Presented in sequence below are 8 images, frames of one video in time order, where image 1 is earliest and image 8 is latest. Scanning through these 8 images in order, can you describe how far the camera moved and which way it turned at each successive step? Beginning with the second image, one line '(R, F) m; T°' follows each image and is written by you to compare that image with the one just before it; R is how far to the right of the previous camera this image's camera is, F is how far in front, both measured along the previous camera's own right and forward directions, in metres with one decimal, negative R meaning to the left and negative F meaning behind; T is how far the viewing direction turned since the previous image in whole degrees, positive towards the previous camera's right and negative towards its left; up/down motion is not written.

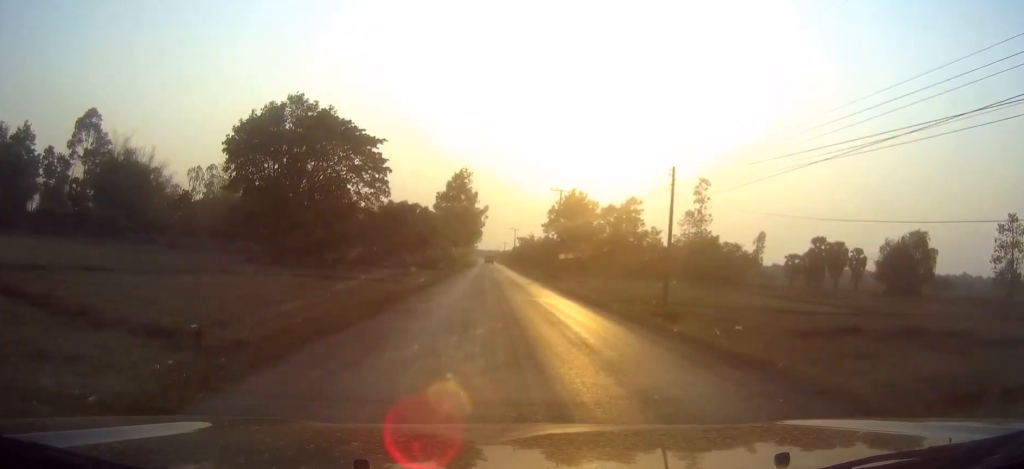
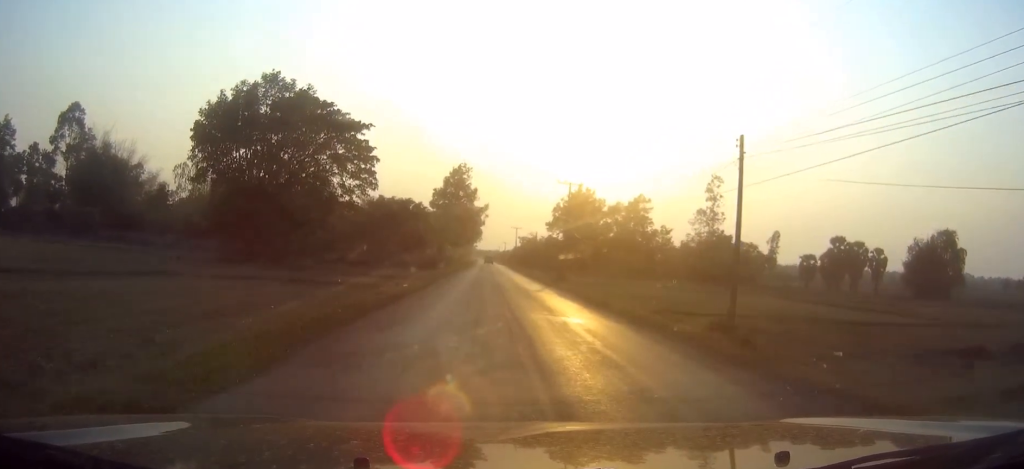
(0.0, +8.9) m; 0°
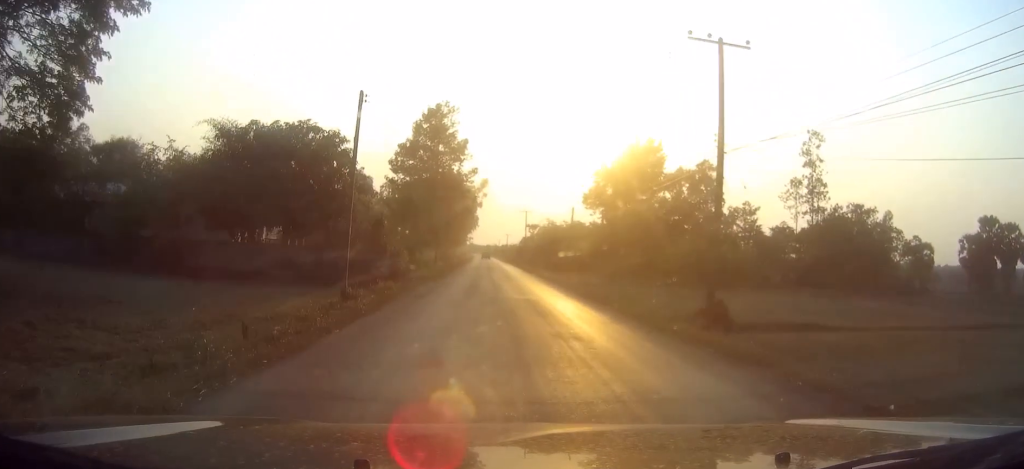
(+0.1, +47.8) m; 0°
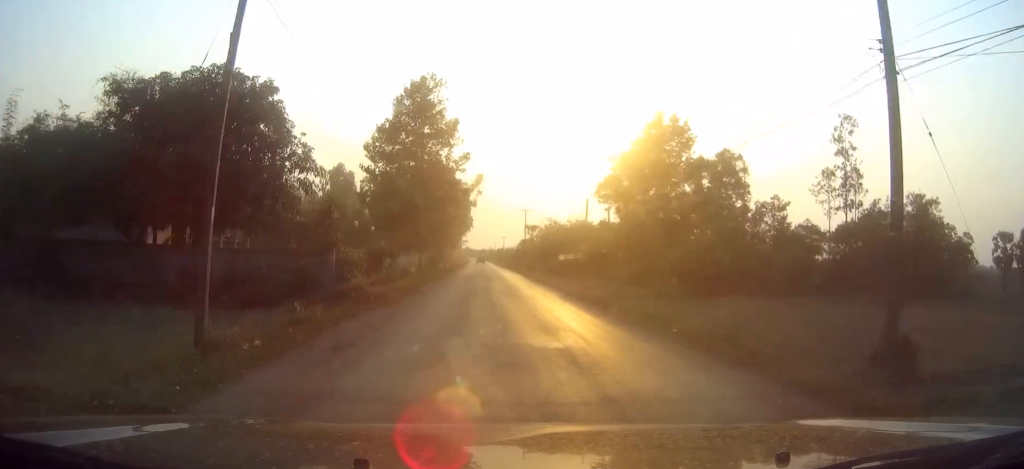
(0.0, +11.9) m; 0°
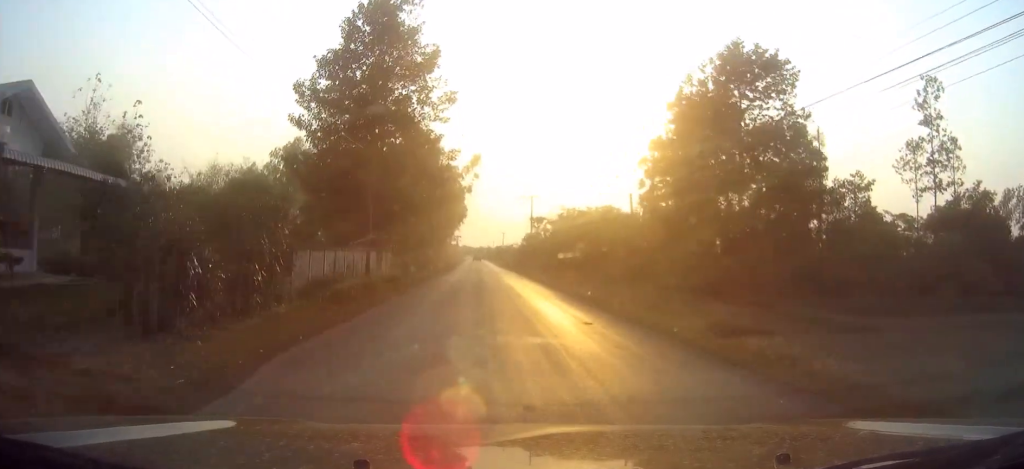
(+0.2, +21.8) m; +1°
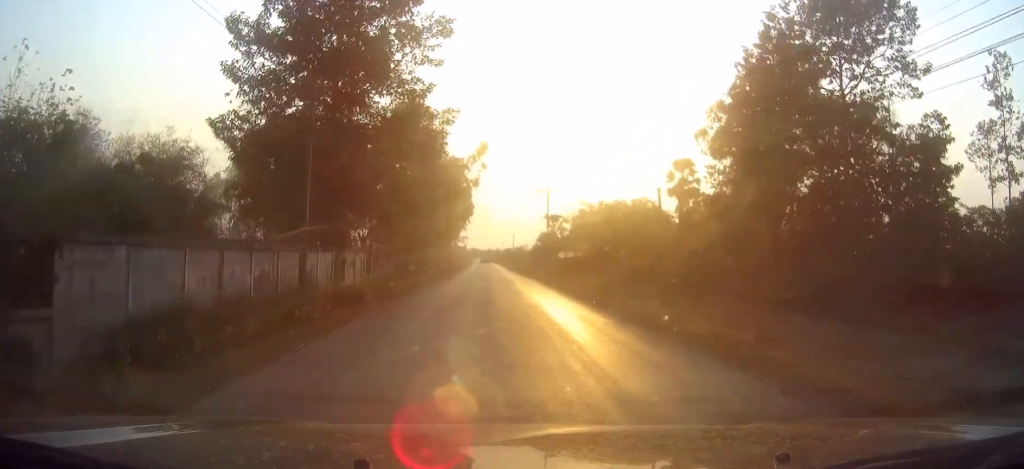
(0.0, +11.6) m; -1°
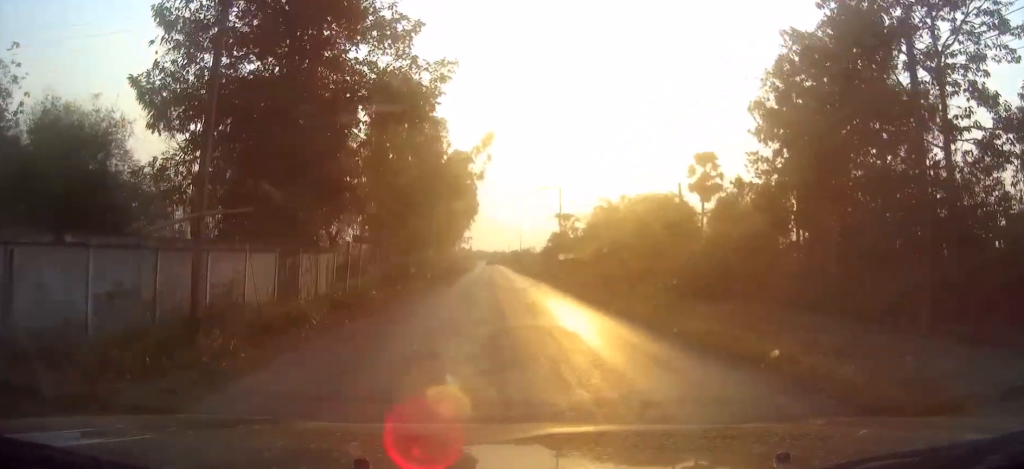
(0.0, +7.7) m; 0°
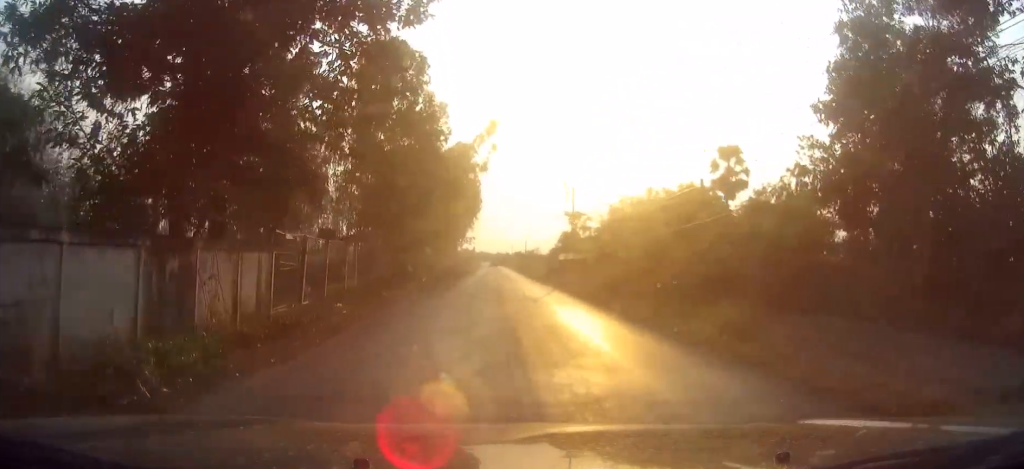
(-0.1, +7.2) m; 0°
